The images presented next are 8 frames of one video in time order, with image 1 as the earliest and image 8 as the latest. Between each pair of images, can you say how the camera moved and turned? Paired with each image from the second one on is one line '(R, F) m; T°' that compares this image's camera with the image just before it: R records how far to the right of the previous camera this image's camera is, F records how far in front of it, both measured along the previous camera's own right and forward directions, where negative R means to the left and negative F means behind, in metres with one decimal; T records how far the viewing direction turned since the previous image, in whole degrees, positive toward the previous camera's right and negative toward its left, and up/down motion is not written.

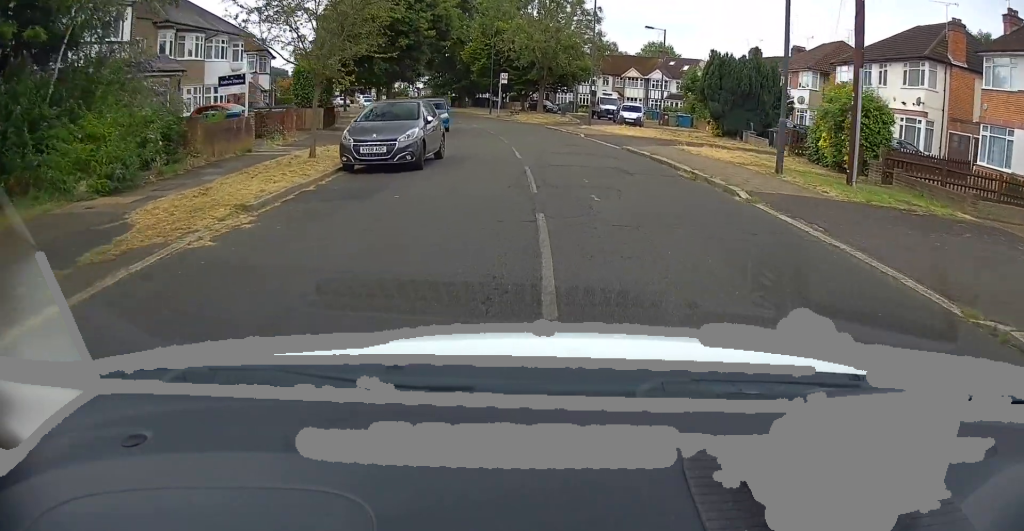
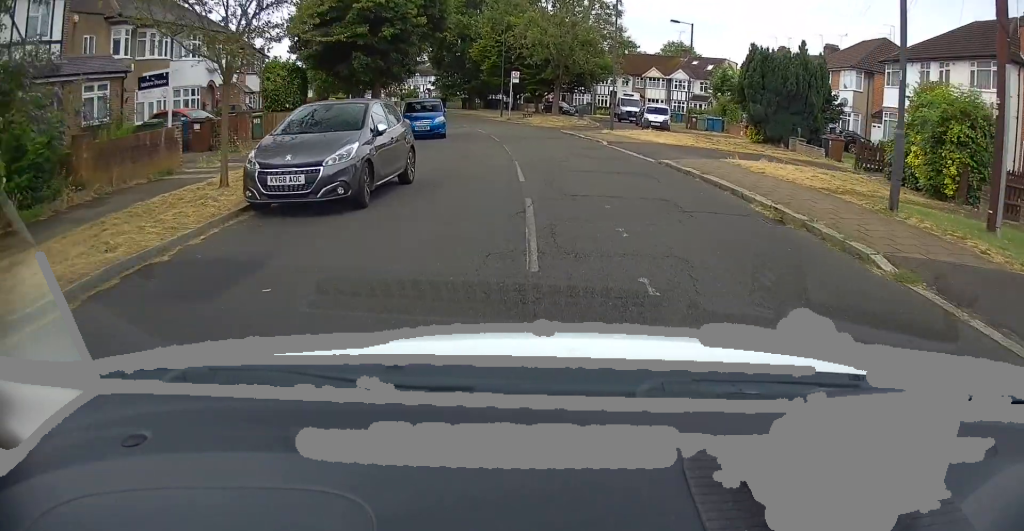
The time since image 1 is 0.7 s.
(0.0, +4.9) m; -1°
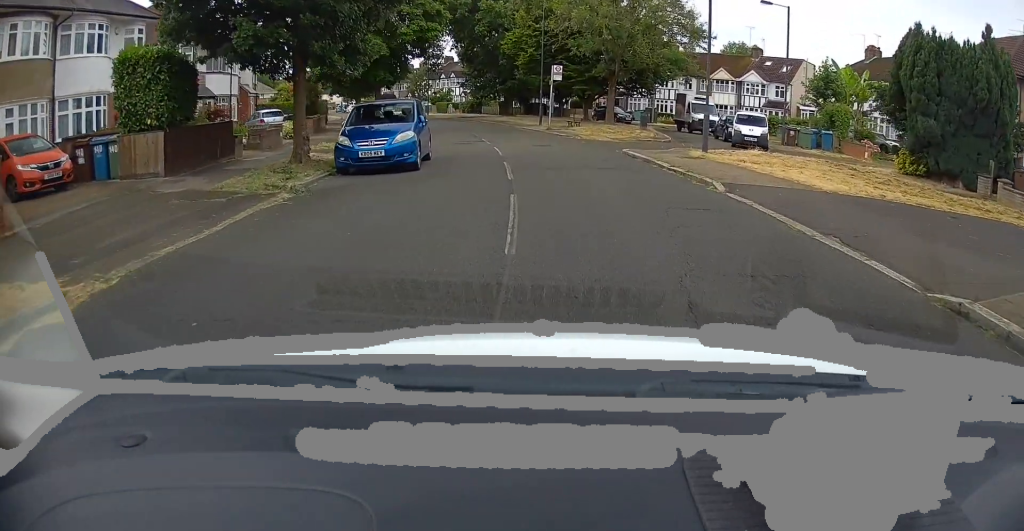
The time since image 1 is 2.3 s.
(-0.3, +12.0) m; -4°
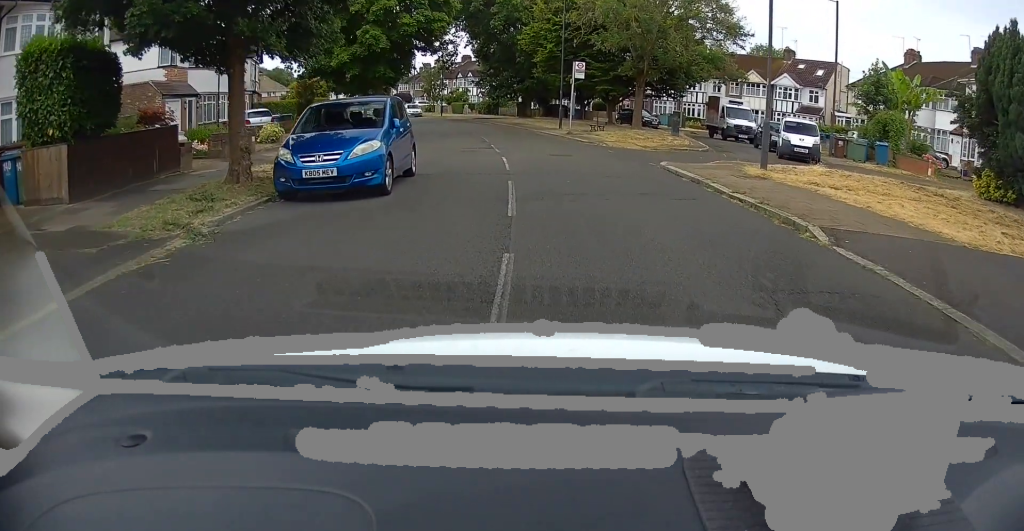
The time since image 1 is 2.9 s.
(-0.1, +4.1) m; -2°
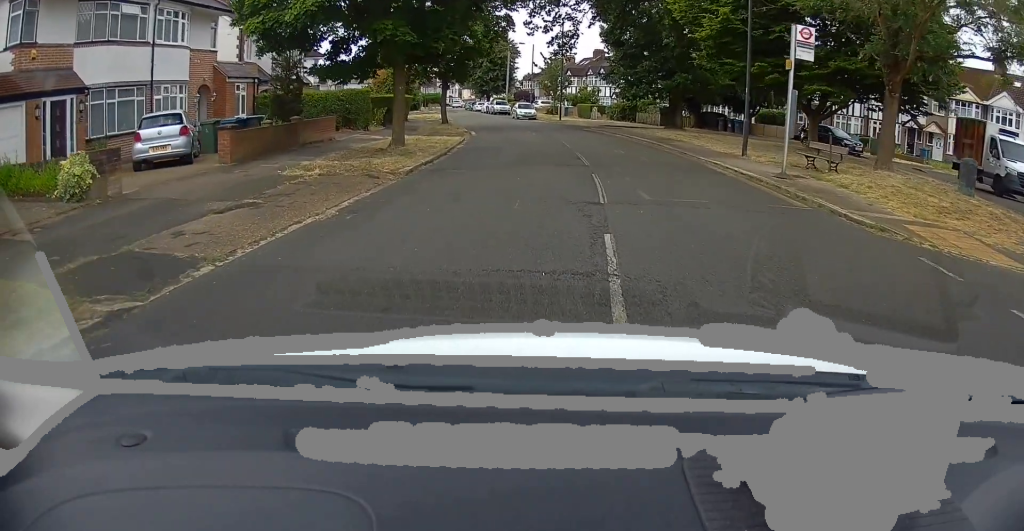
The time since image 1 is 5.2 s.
(-1.6, +16.5) m; -11°
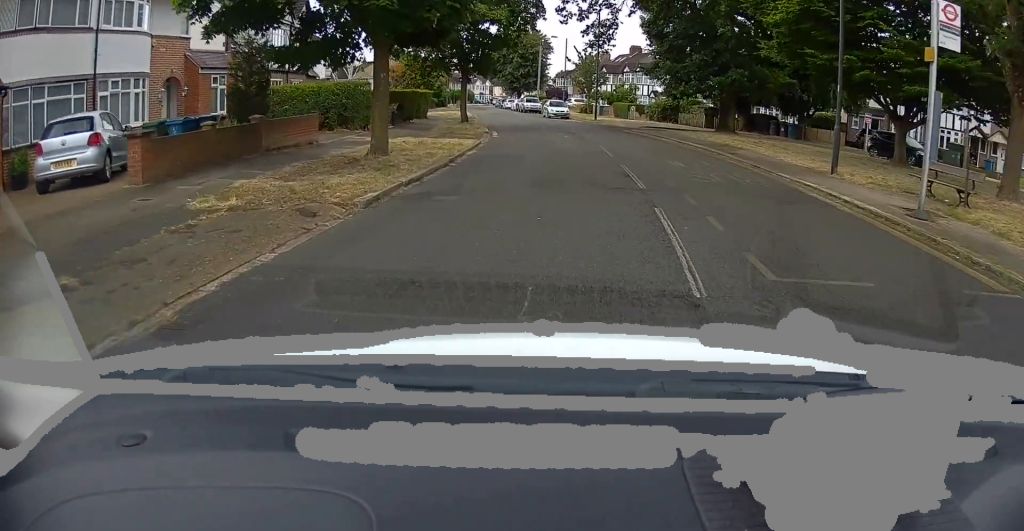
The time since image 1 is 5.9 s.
(-0.1, +4.9) m; -2°
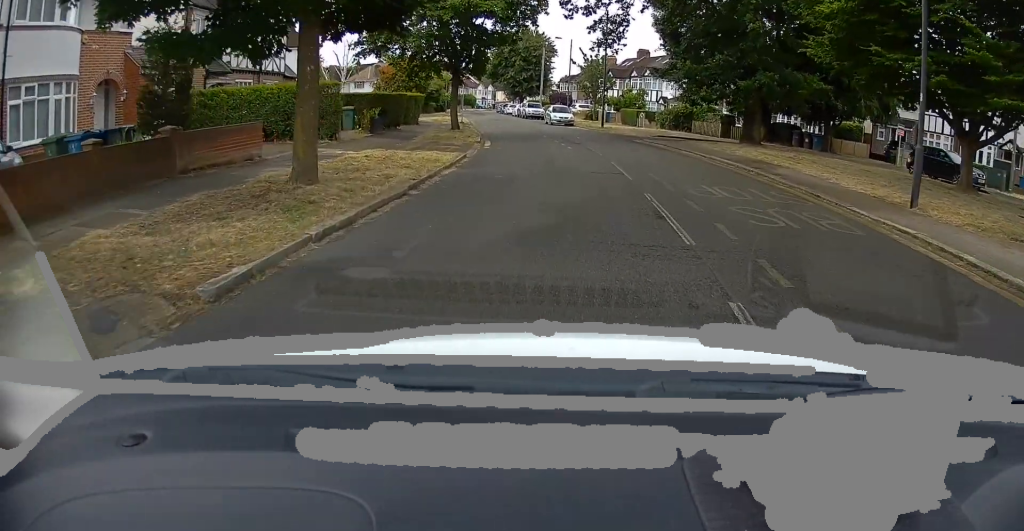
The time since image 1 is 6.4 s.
(0.0, +3.8) m; -1°
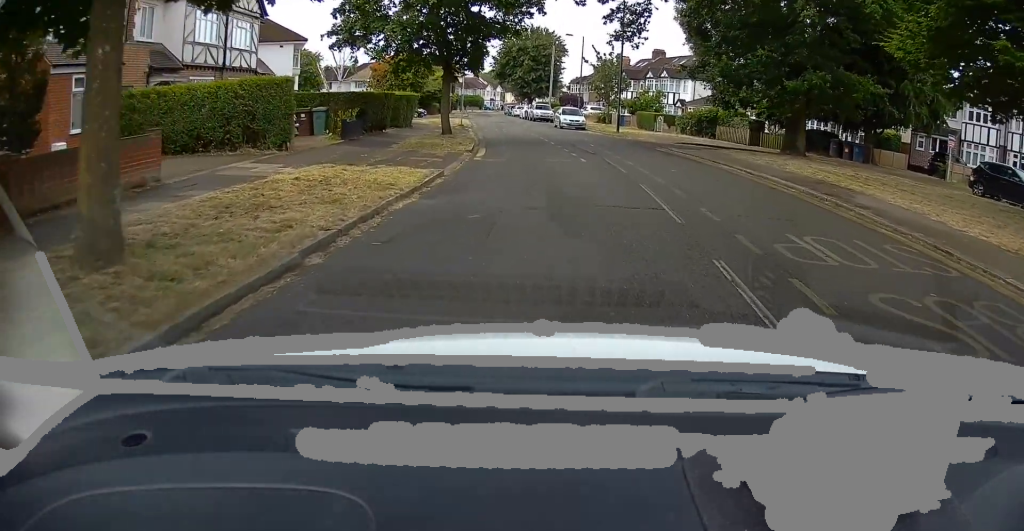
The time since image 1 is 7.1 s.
(-0.1, +4.8) m; -2°
